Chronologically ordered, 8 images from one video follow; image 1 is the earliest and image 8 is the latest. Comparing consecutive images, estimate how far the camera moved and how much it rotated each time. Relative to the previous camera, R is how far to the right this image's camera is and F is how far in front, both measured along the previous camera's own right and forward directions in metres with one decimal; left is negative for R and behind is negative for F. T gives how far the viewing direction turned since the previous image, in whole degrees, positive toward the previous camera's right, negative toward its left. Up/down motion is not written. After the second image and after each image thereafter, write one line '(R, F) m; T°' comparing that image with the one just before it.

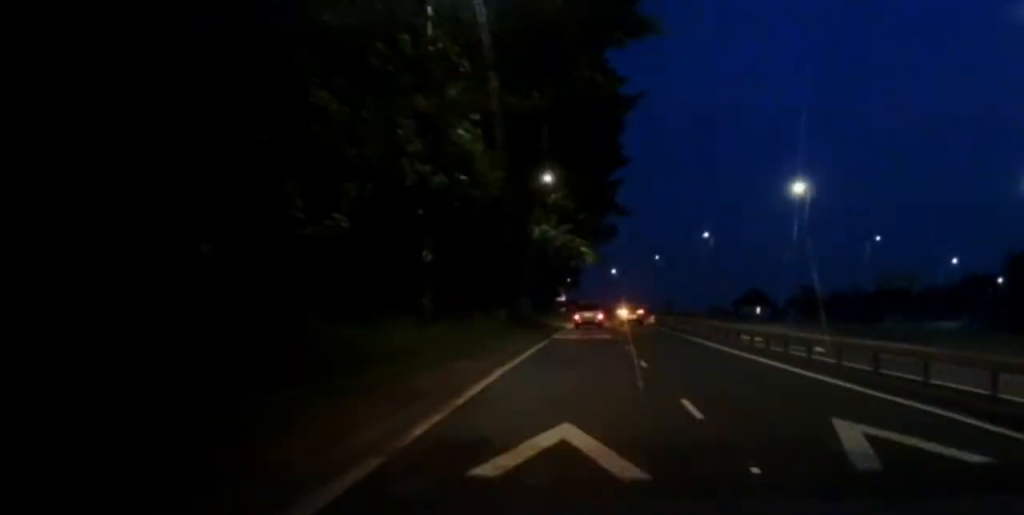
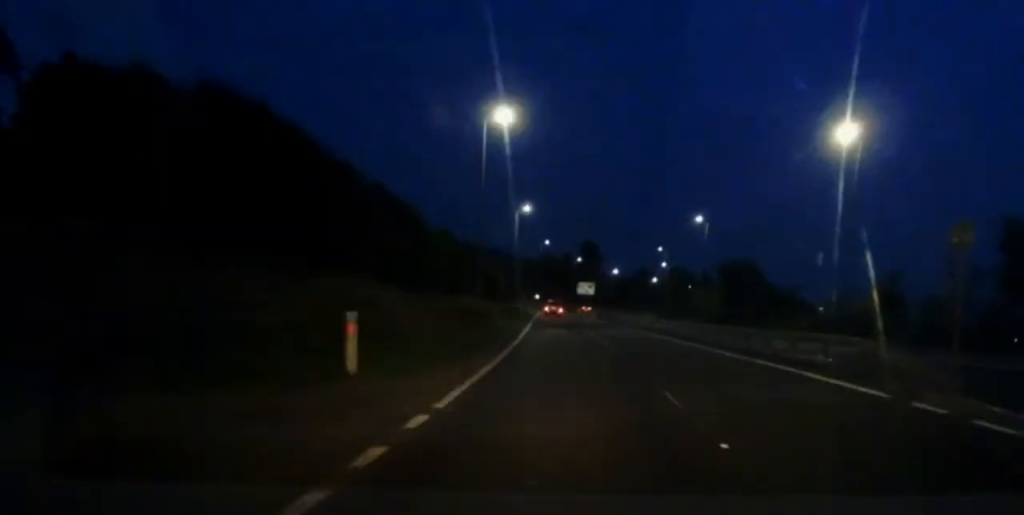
(-14.1, +204.9) m; -4°
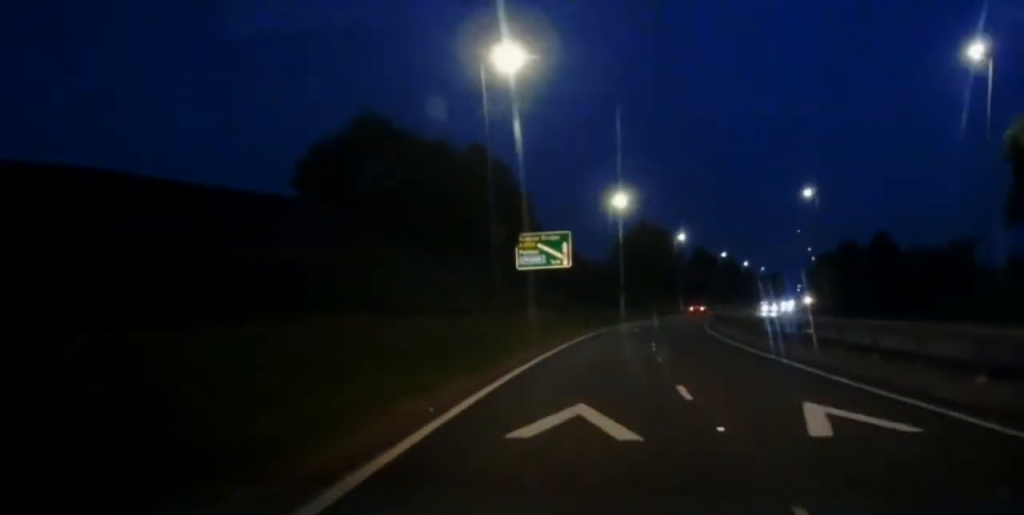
(-0.5, +150.4) m; +6°
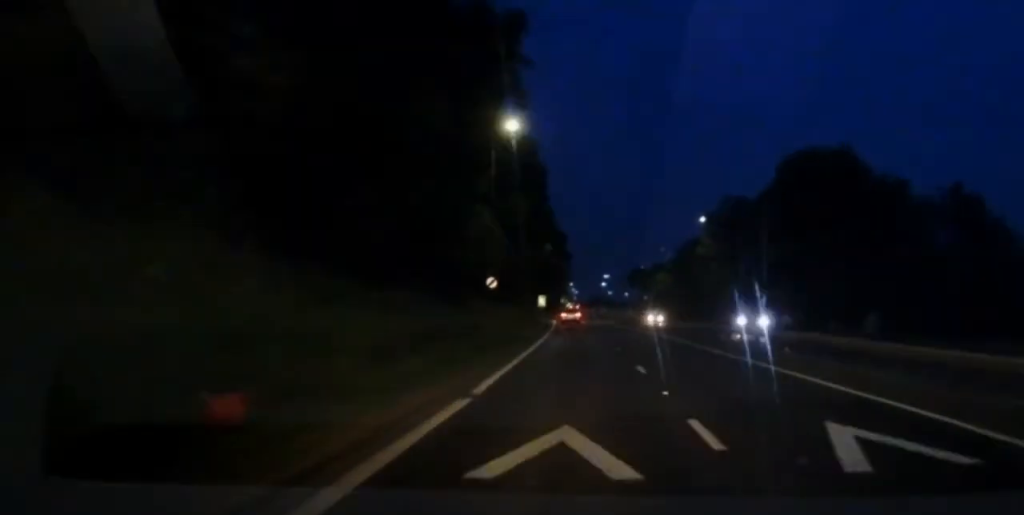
(+54.6, +392.7) m; +7°
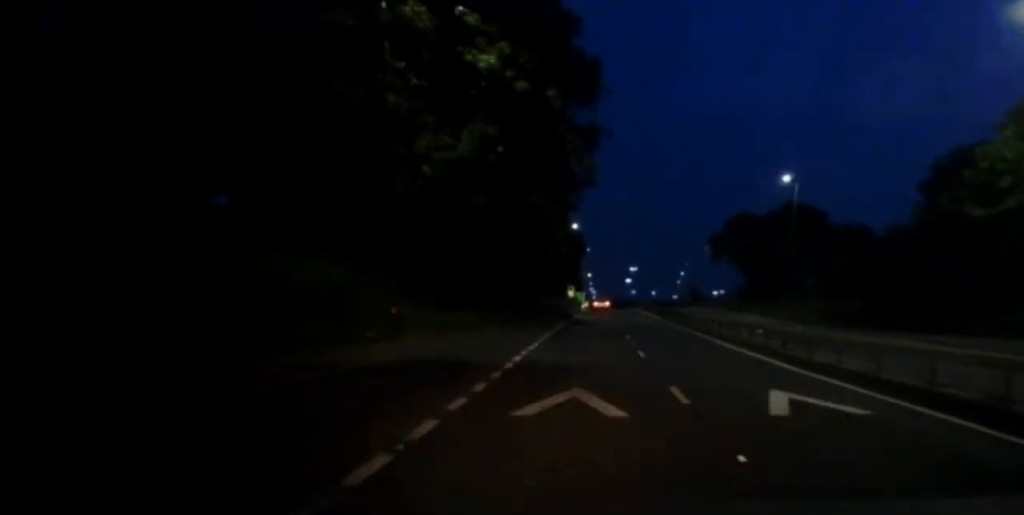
(-1.2, +115.3) m; 0°
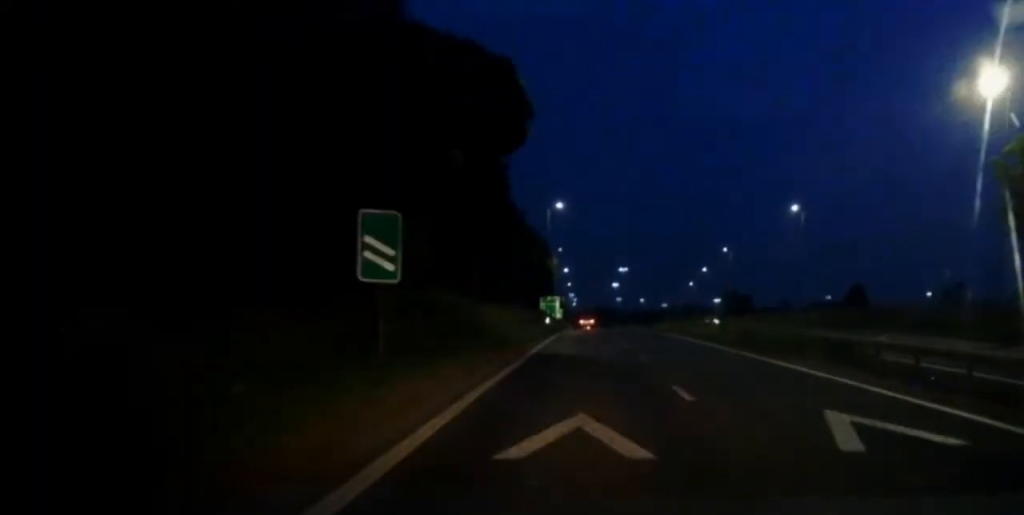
(-0.4, +82.9) m; 0°
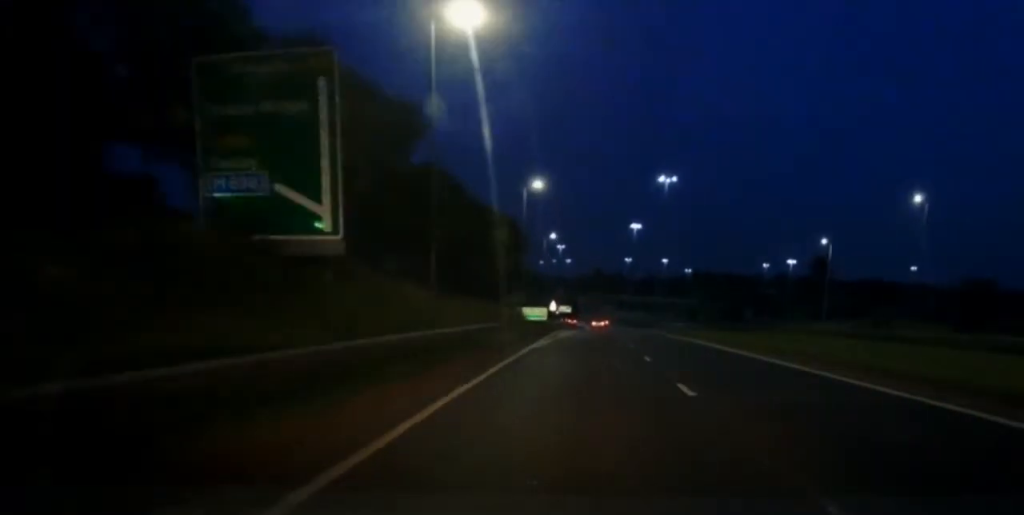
(+1.6, +175.1) m; -1°
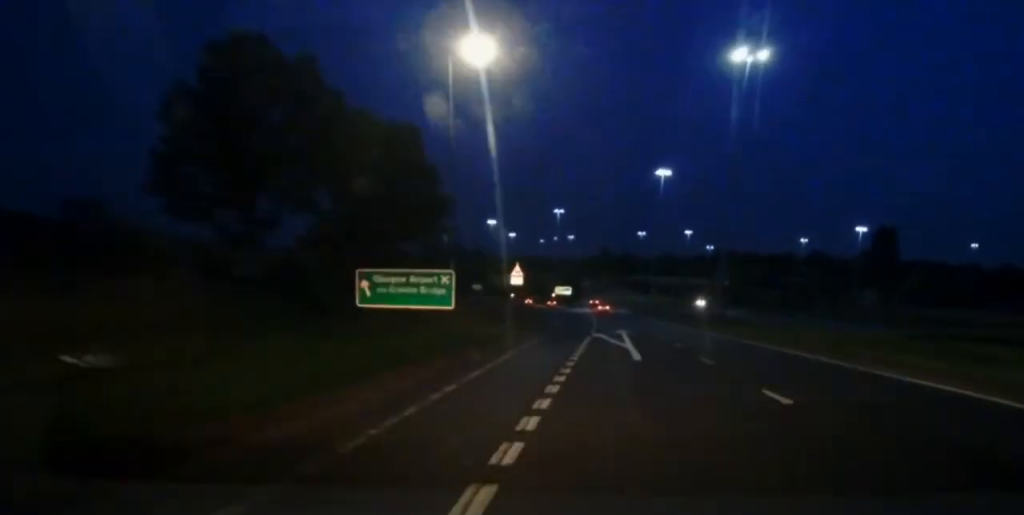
(-1.3, +72.8) m; -4°
